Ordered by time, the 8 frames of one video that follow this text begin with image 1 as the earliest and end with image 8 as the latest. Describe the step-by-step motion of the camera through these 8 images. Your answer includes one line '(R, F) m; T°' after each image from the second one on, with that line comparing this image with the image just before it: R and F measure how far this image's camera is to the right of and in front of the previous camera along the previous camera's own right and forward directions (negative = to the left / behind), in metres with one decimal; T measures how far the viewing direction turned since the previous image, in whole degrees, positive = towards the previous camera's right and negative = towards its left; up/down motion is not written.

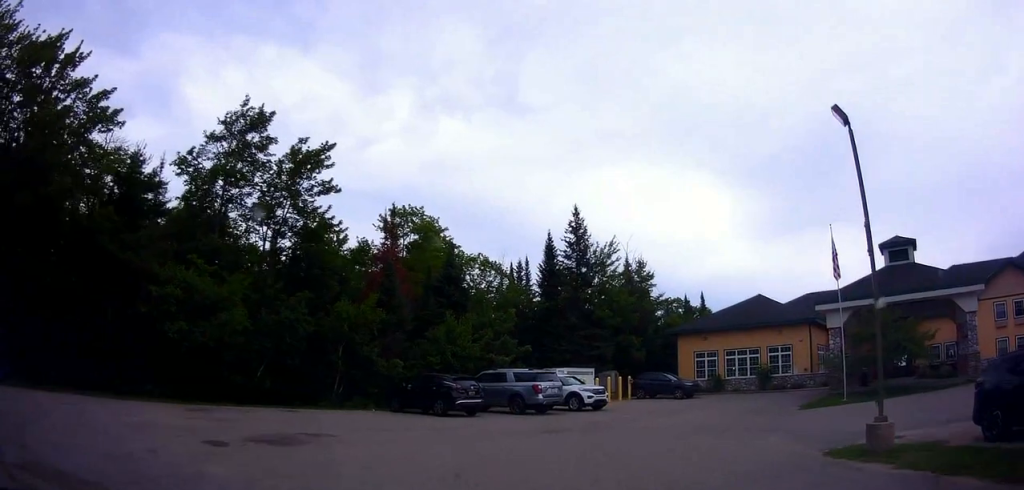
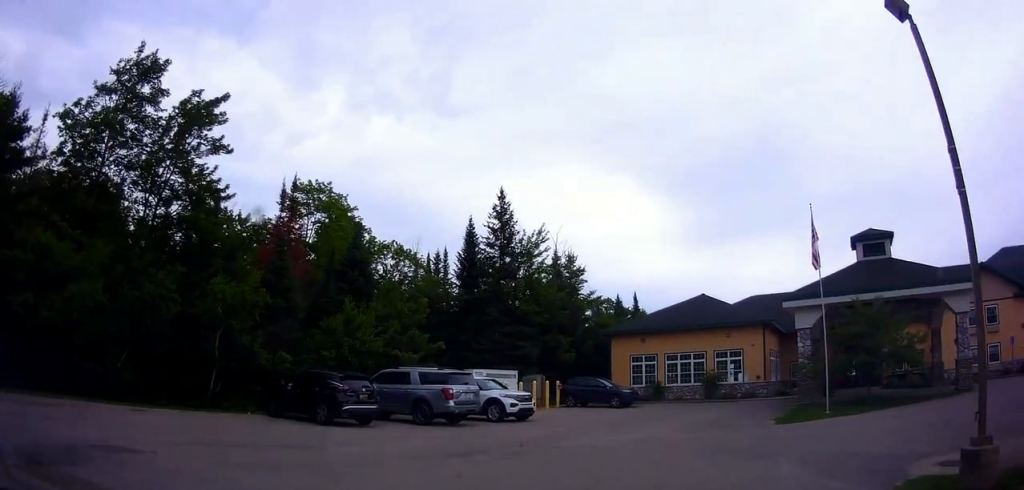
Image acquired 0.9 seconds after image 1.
(+0.2, +4.8) m; +8°
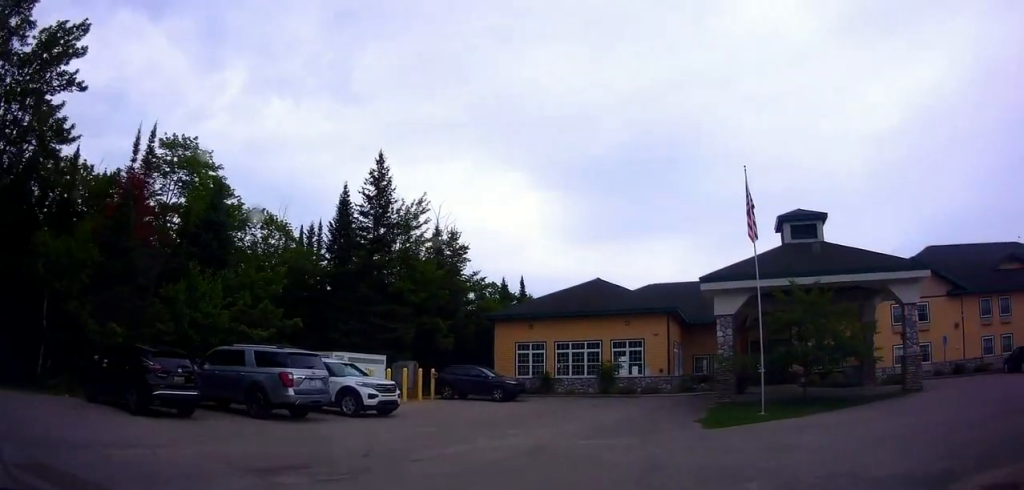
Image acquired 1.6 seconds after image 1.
(+0.5, +3.8) m; +9°
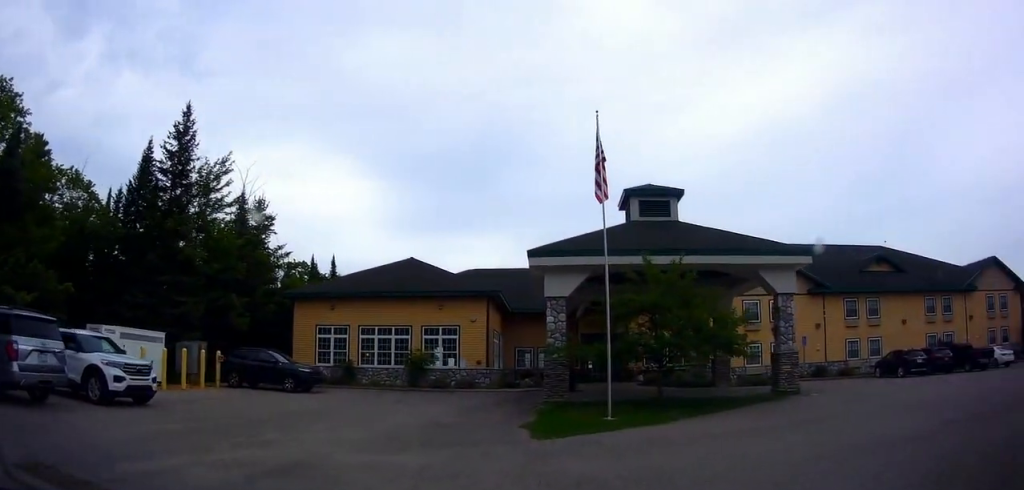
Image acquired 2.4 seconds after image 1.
(-0.2, +3.9) m; +16°
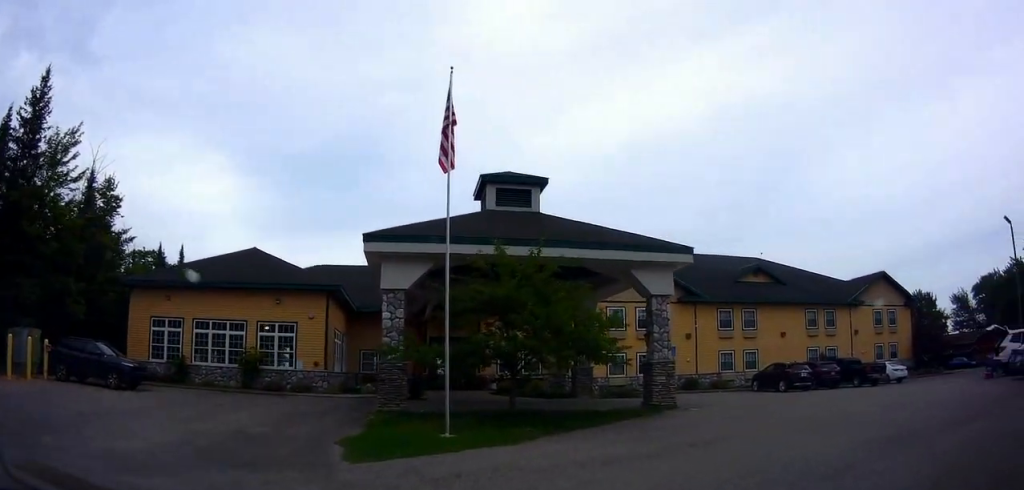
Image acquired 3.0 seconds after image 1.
(+0.7, +2.4) m; +16°
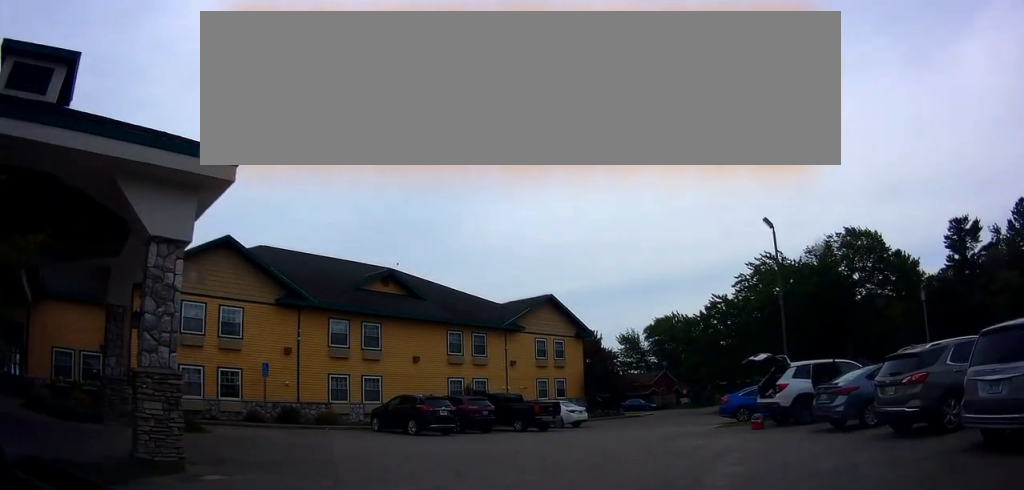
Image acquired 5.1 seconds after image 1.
(+3.7, +7.9) m; +30°
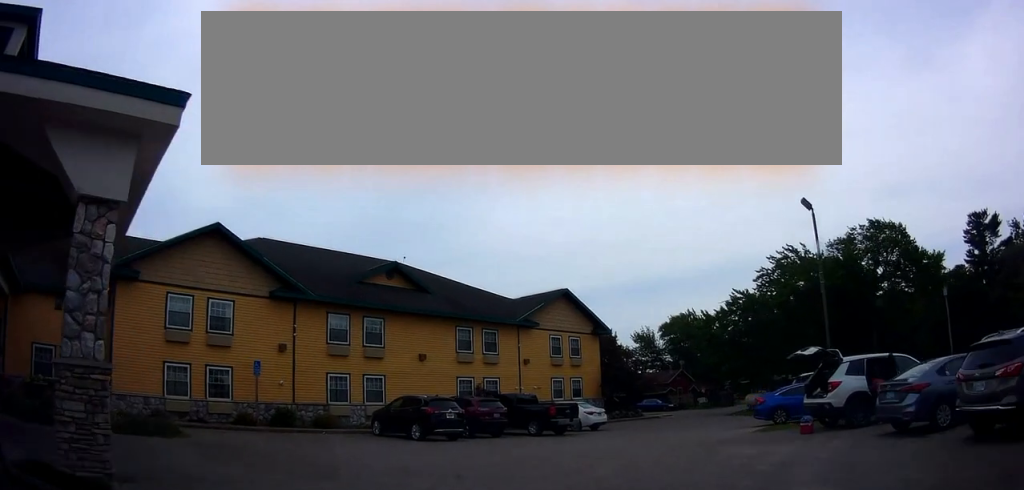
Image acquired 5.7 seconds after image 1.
(+0.2, +2.1) m; -3°
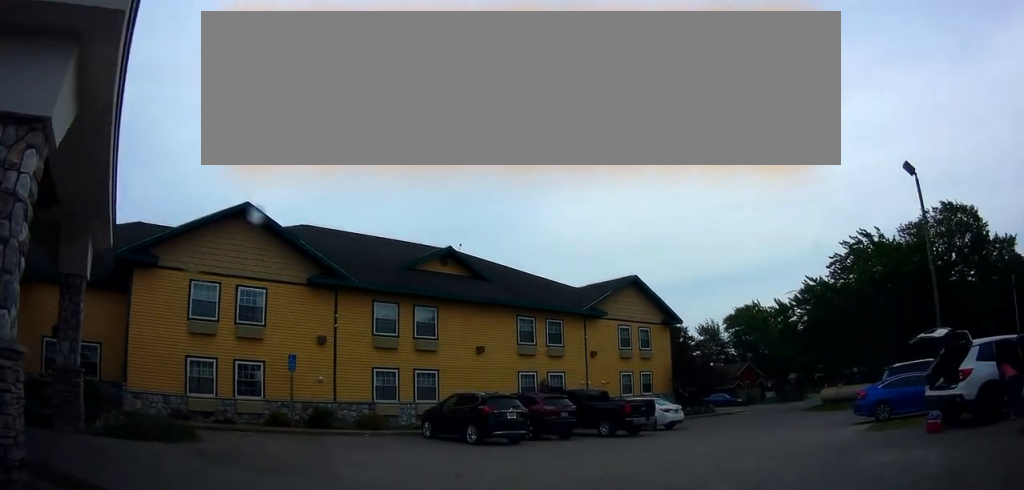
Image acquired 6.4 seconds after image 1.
(-0.6, +2.7) m; -8°
